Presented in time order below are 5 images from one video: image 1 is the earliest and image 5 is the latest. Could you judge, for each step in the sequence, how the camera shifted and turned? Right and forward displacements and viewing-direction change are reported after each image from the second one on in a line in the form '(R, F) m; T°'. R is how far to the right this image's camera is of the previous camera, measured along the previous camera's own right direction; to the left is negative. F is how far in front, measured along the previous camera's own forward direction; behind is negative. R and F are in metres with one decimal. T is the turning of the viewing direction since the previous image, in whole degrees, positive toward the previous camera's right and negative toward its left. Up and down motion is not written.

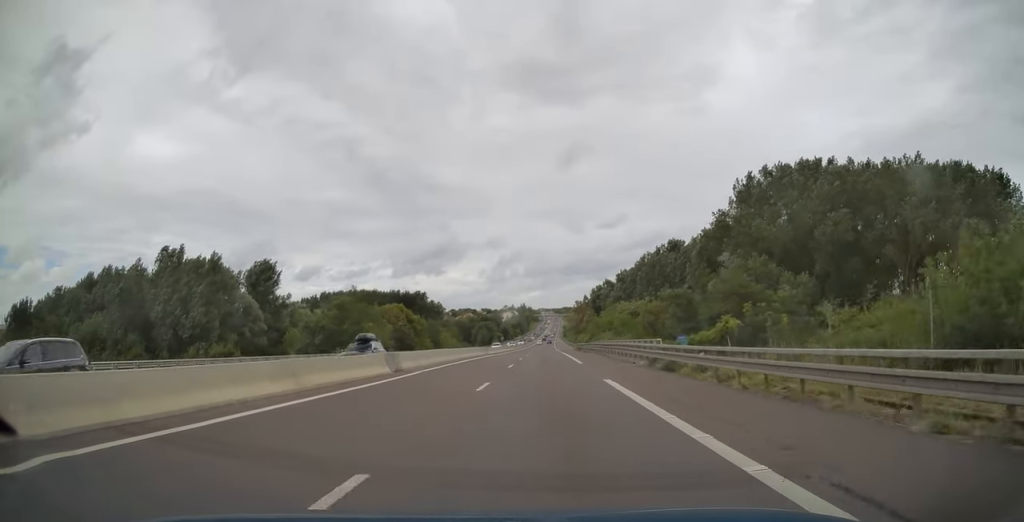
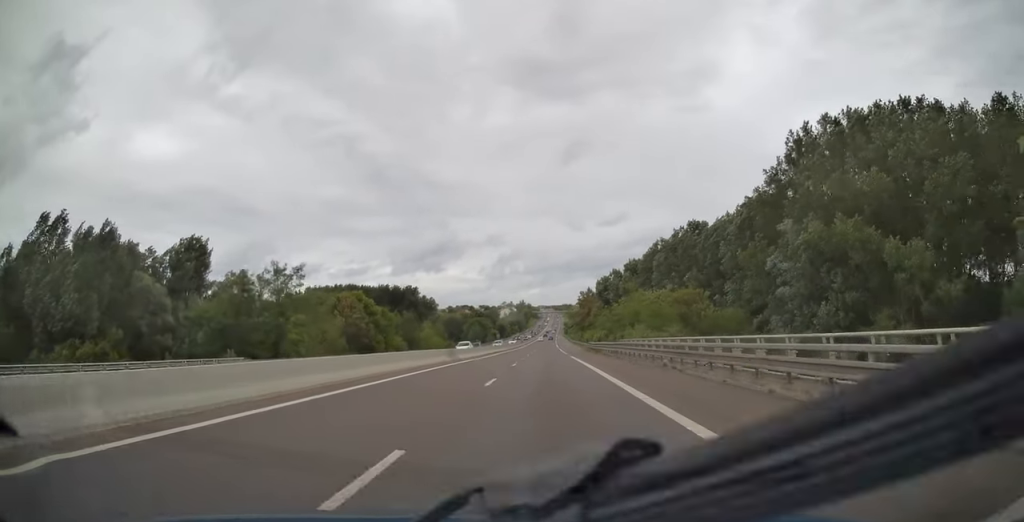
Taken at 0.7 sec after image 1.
(-0.1, +25.2) m; 0°
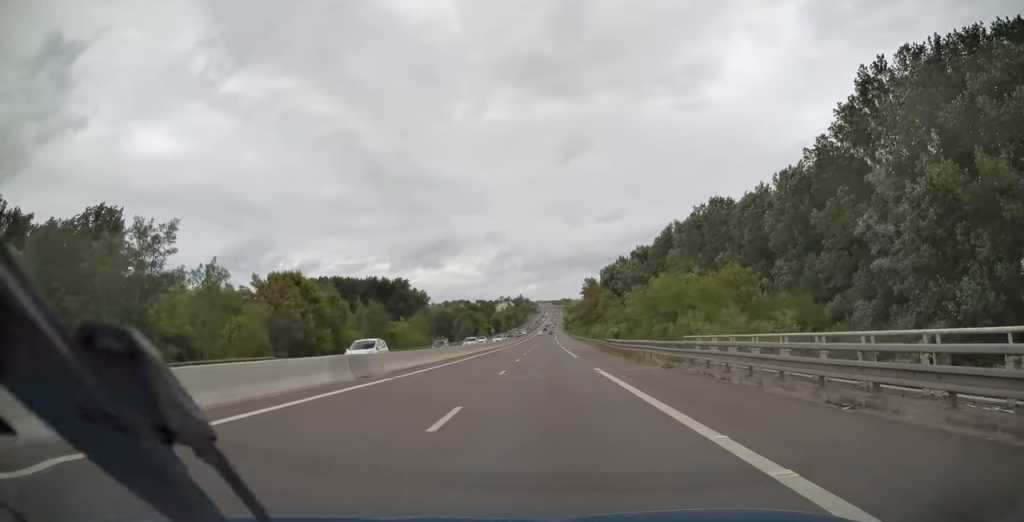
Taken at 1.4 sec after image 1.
(+0.1, +21.7) m; 0°
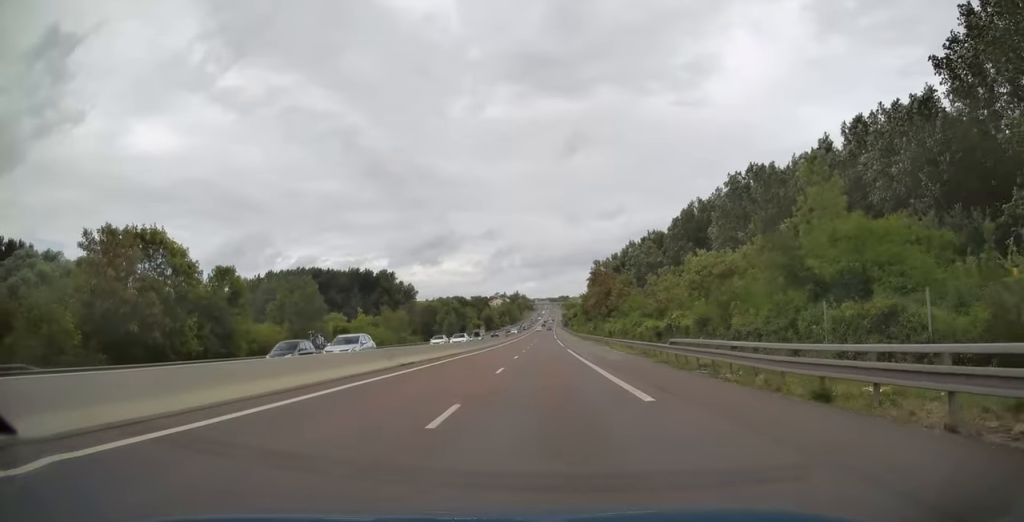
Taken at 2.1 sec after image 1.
(+0.1, +26.2) m; 0°
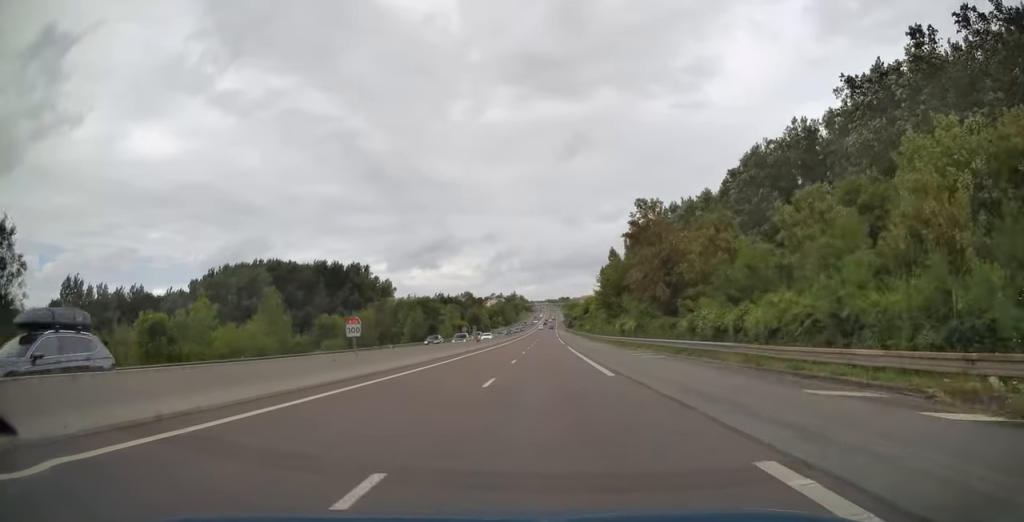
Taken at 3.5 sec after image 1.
(+0.1, +45.4) m; 0°
